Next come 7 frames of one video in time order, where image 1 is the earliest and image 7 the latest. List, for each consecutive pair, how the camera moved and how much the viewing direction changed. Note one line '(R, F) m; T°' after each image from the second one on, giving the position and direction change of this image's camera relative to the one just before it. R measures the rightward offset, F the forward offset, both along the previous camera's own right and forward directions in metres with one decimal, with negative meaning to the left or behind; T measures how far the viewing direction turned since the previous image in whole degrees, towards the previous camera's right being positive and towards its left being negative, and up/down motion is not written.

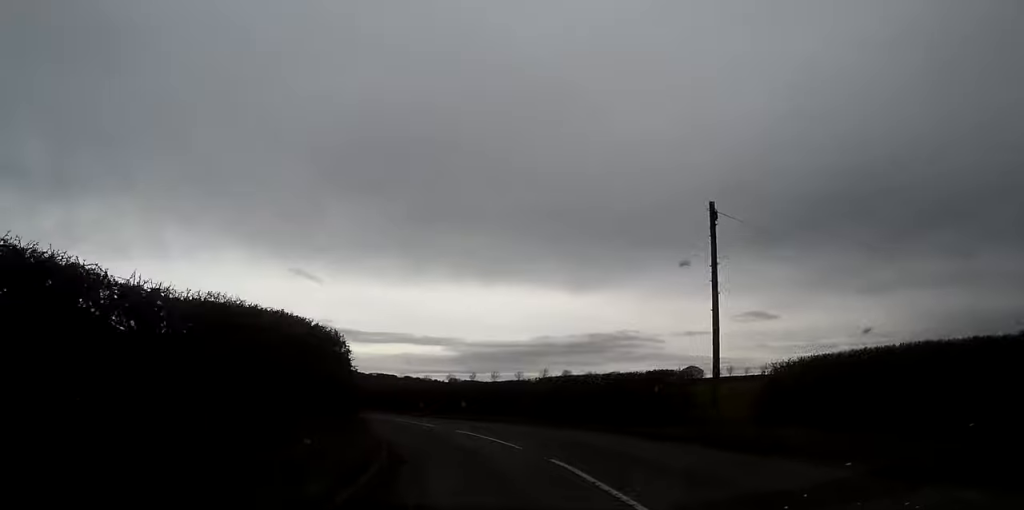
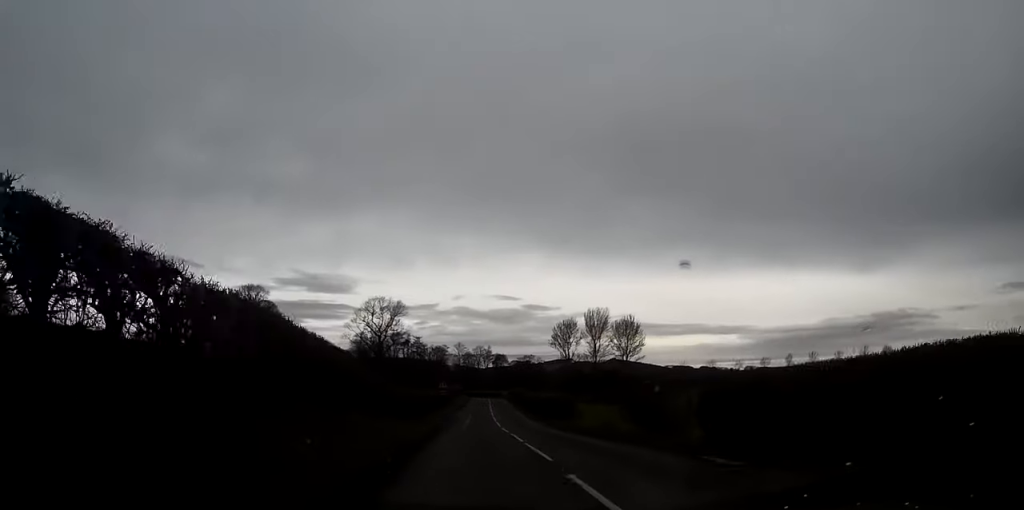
(-5.3, +35.9) m; -14°
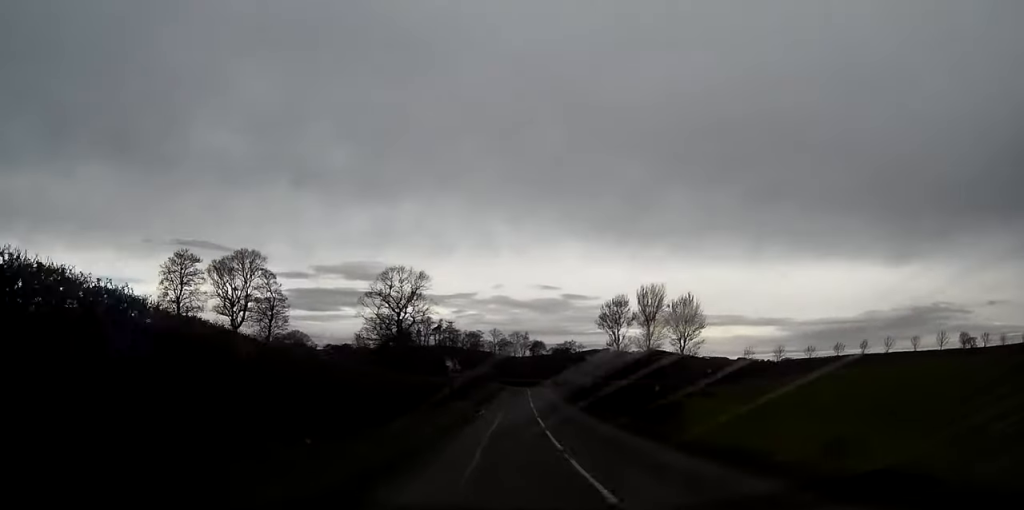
(-2.3, +24.0) m; -6°
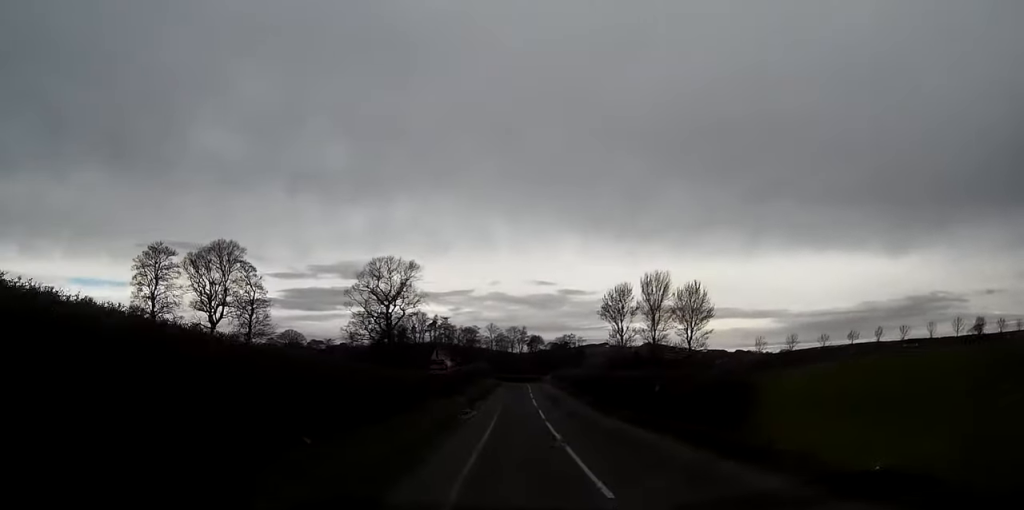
(-0.1, +8.7) m; 0°
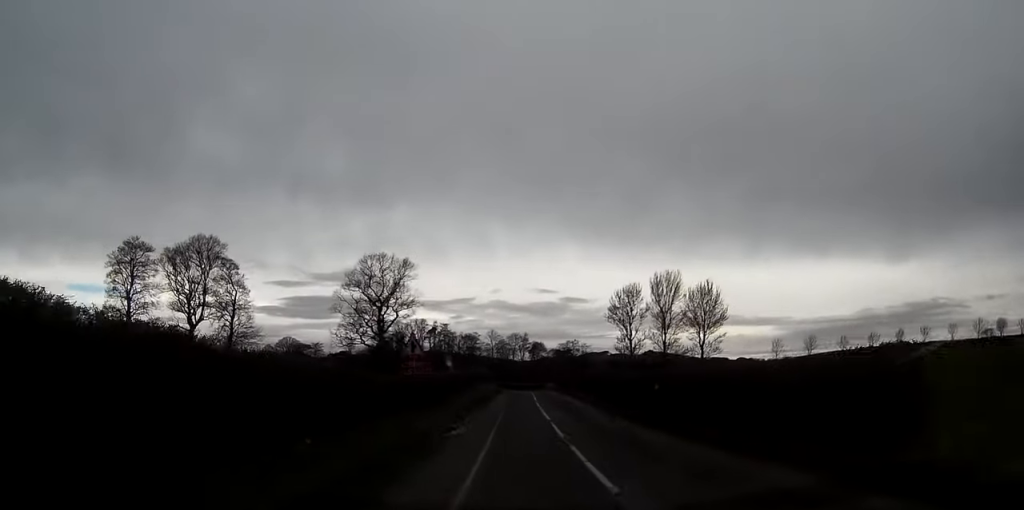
(0.0, +8.7) m; 0°
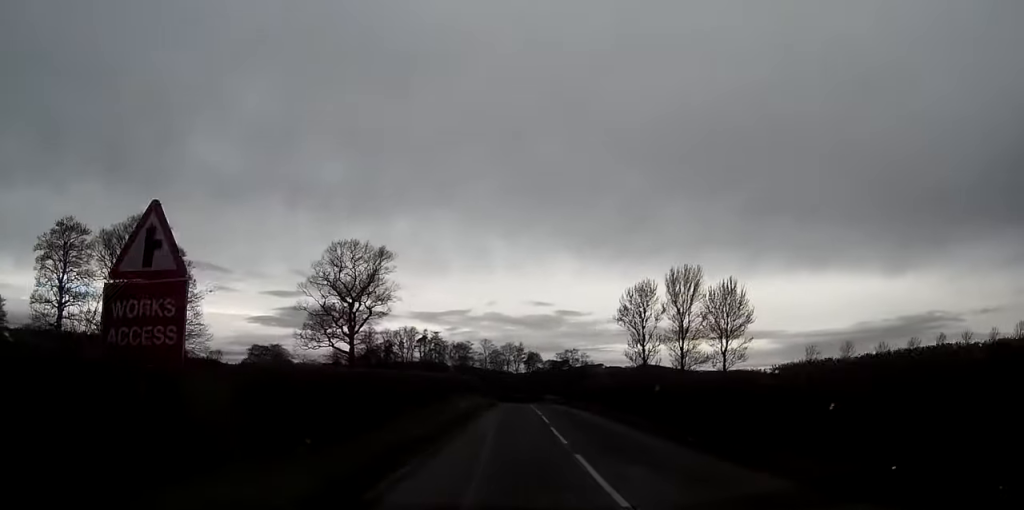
(0.0, +18.4) m; 0°
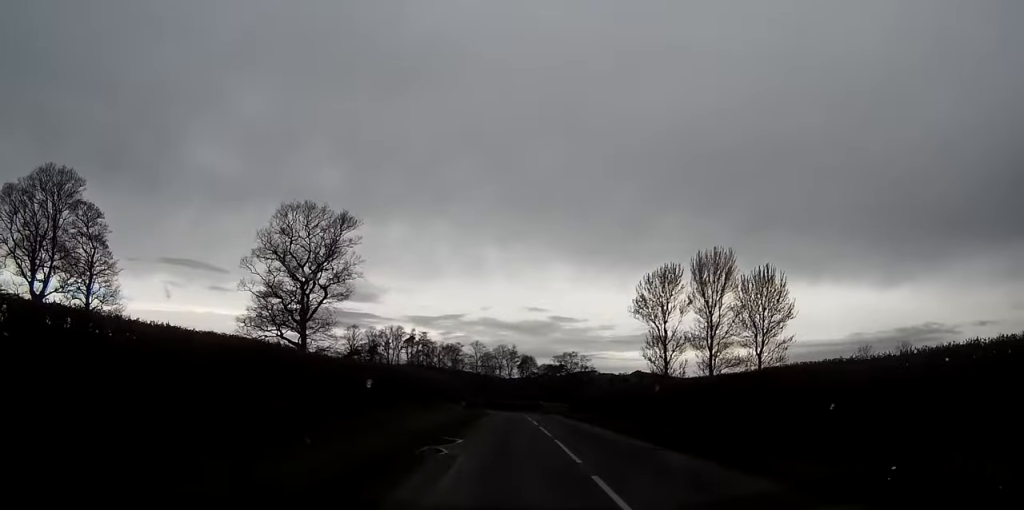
(+0.1, +21.3) m; 0°
